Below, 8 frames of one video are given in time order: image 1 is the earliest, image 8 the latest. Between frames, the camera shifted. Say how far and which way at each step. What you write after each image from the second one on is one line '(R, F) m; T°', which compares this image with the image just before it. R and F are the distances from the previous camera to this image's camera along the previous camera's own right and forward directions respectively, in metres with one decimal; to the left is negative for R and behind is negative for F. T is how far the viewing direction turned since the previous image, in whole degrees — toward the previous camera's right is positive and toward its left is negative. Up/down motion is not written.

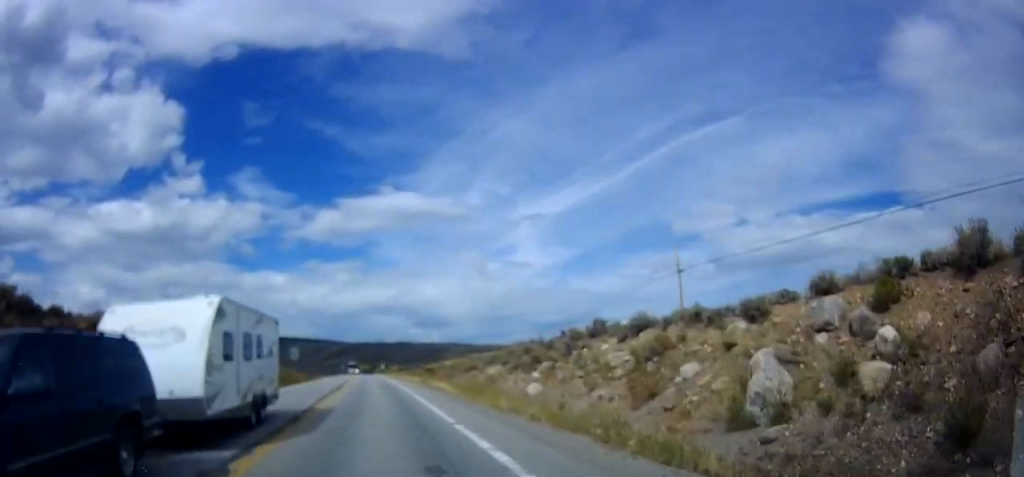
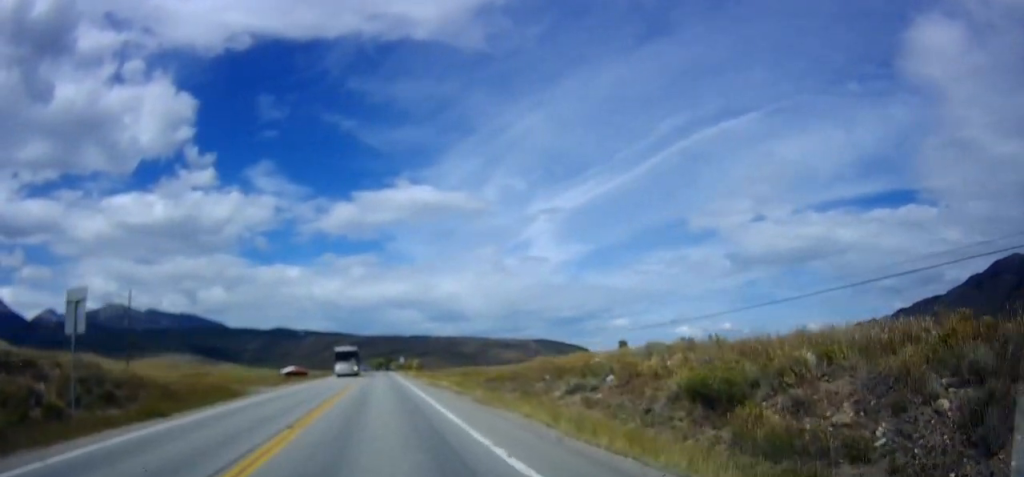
(-1.2, +50.8) m; -2°
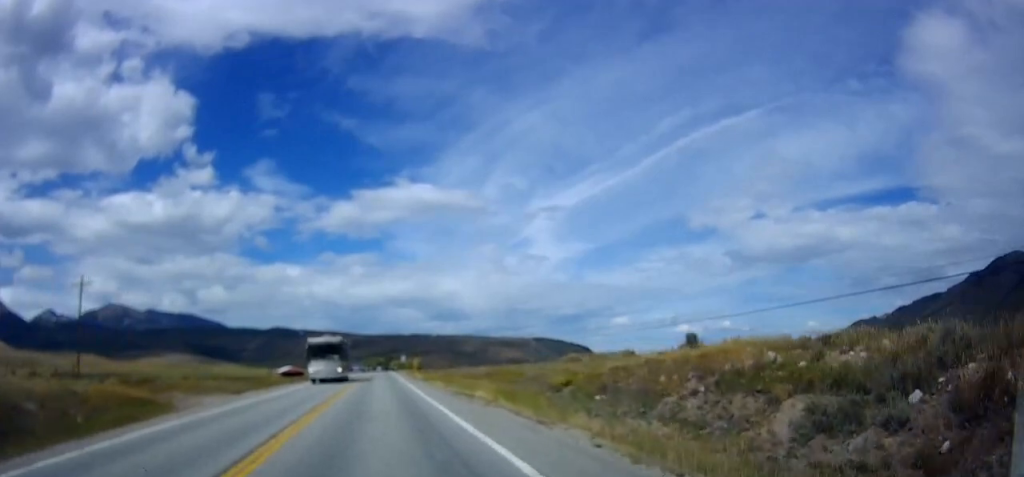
(-0.2, +12.0) m; 0°
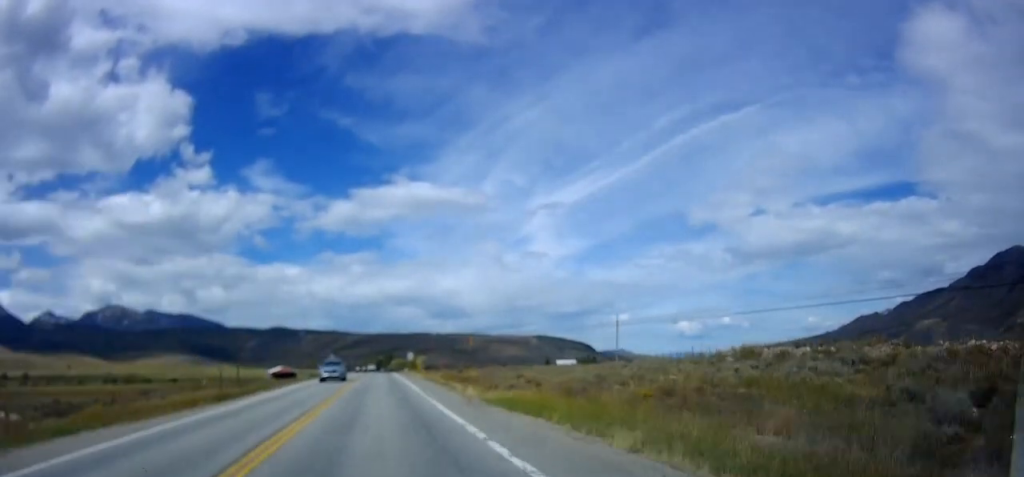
(+0.5, +29.1) m; +1°
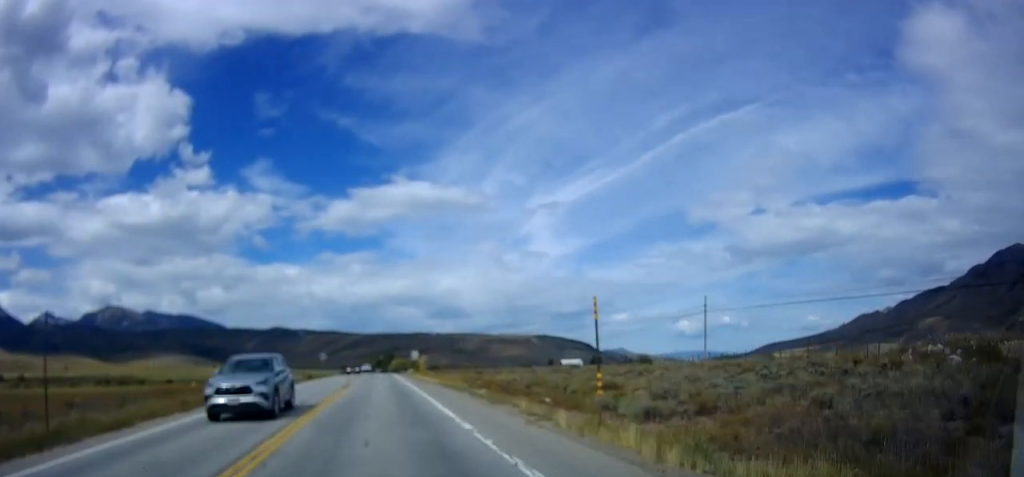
(0.0, +15.0) m; 0°
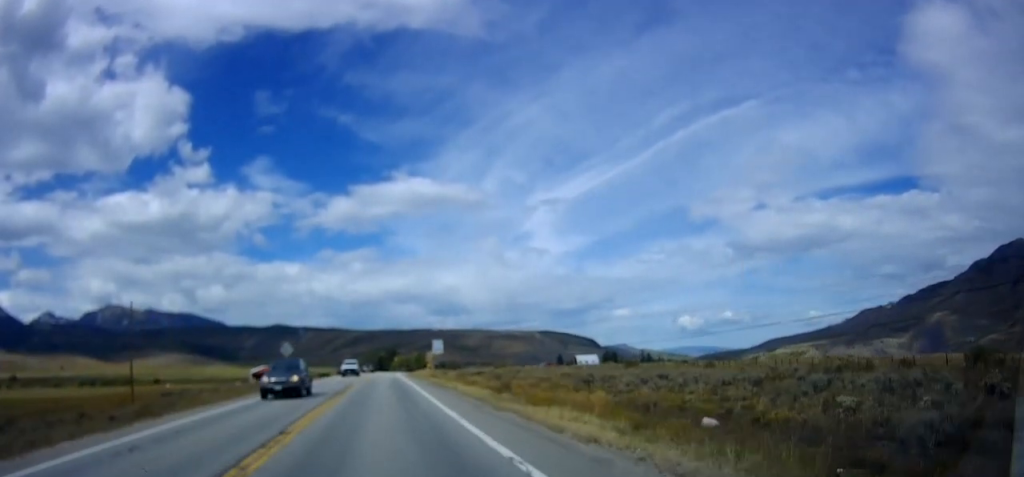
(-0.2, +32.8) m; 0°
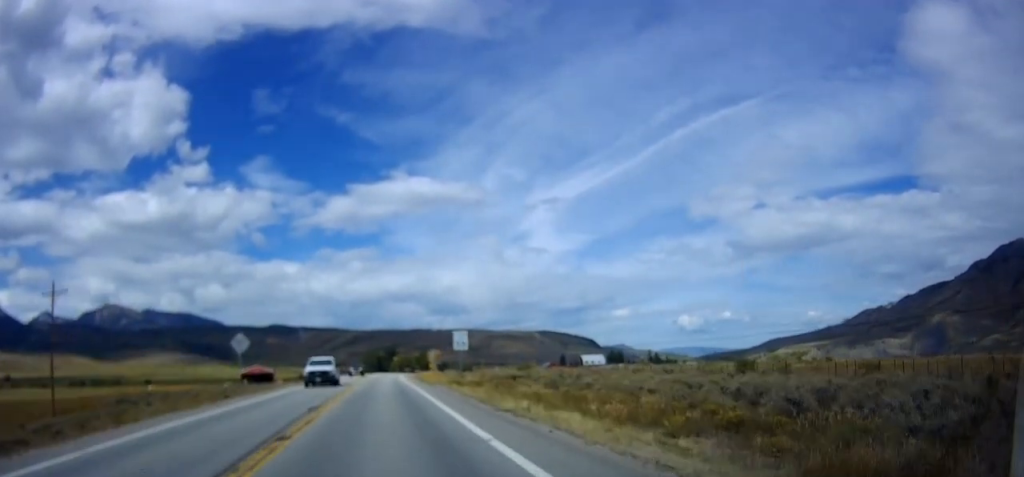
(0.0, +16.3) m; 0°
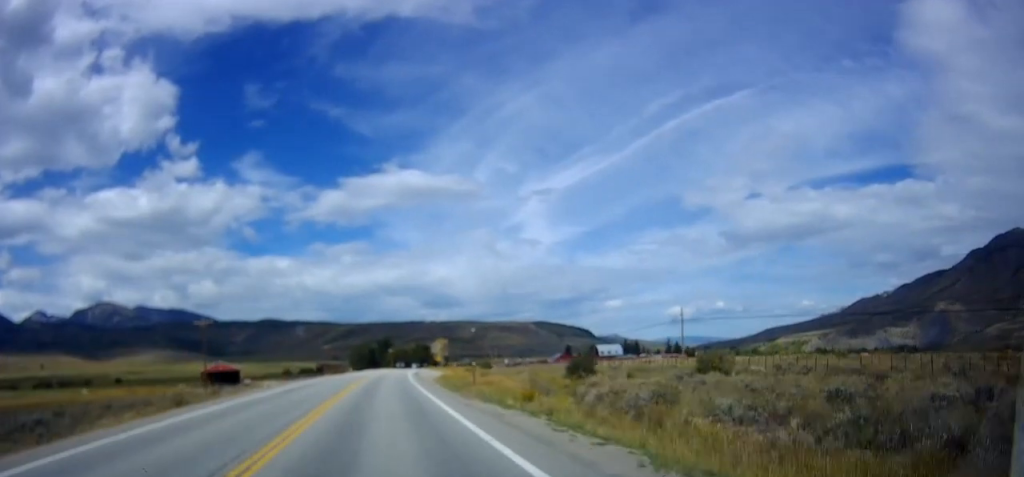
(+0.1, +45.7) m; 0°
